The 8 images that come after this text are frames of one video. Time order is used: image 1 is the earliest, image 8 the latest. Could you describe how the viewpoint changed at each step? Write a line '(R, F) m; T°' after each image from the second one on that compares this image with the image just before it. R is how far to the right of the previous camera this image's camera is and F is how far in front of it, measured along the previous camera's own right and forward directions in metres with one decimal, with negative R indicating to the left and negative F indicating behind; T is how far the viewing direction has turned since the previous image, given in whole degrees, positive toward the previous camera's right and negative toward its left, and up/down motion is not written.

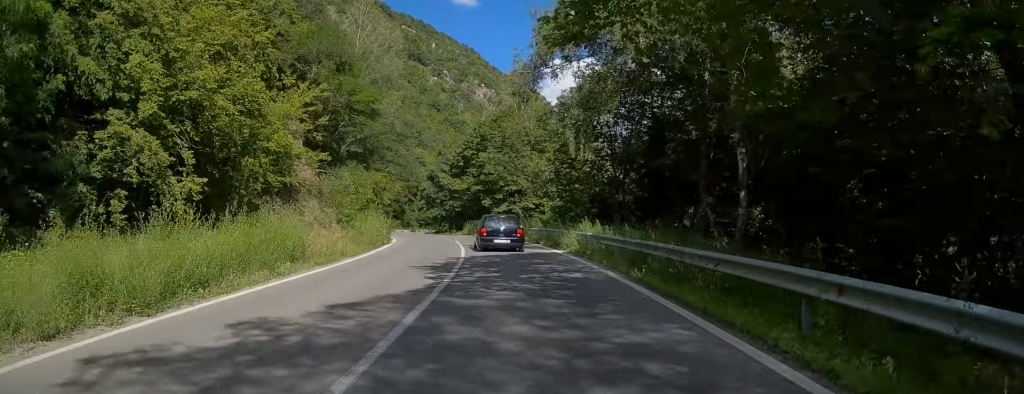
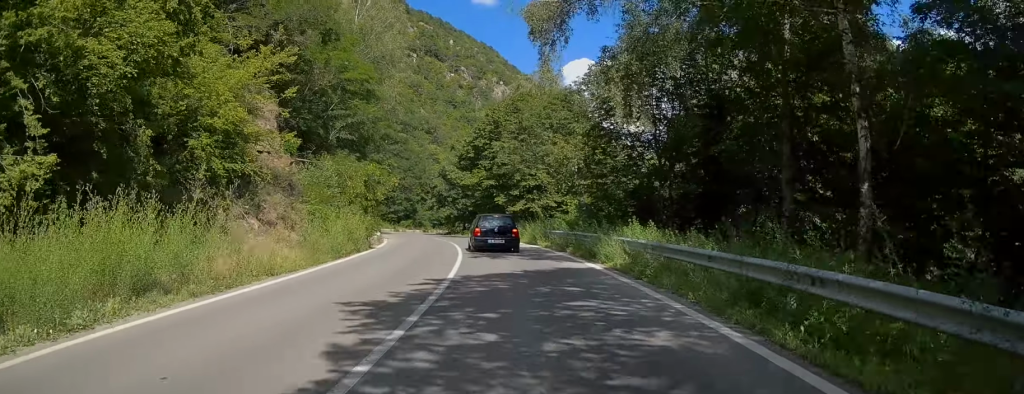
(0.0, +7.2) m; -2°
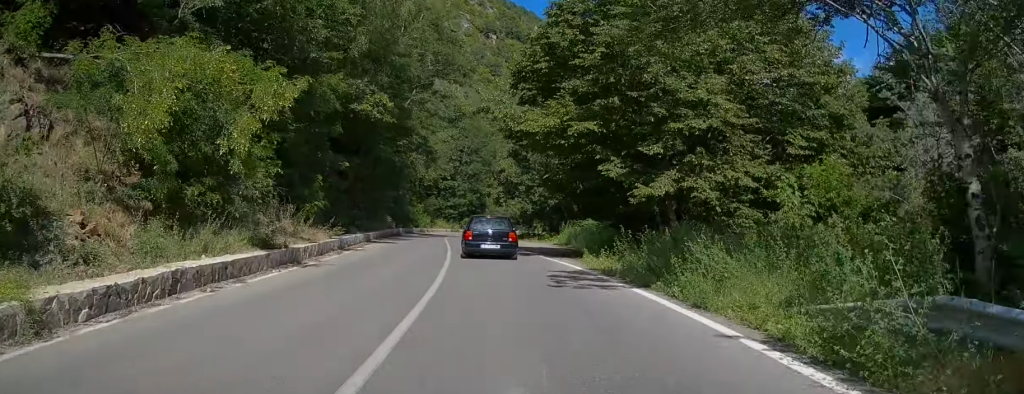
(-1.8, +26.2) m; -9°
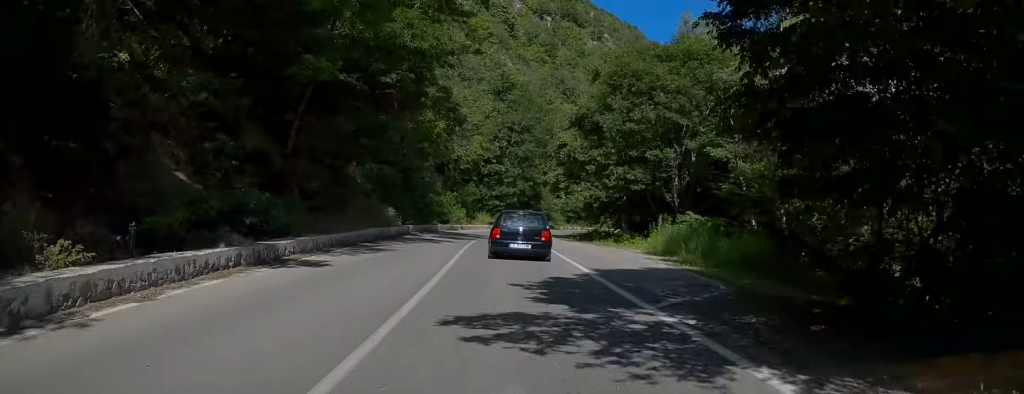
(-0.6, +17.7) m; -4°
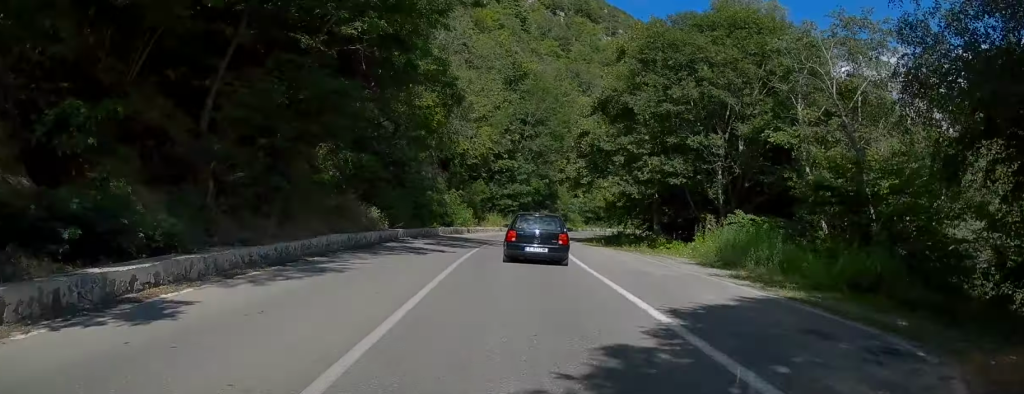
(-0.2, +6.8) m; -1°
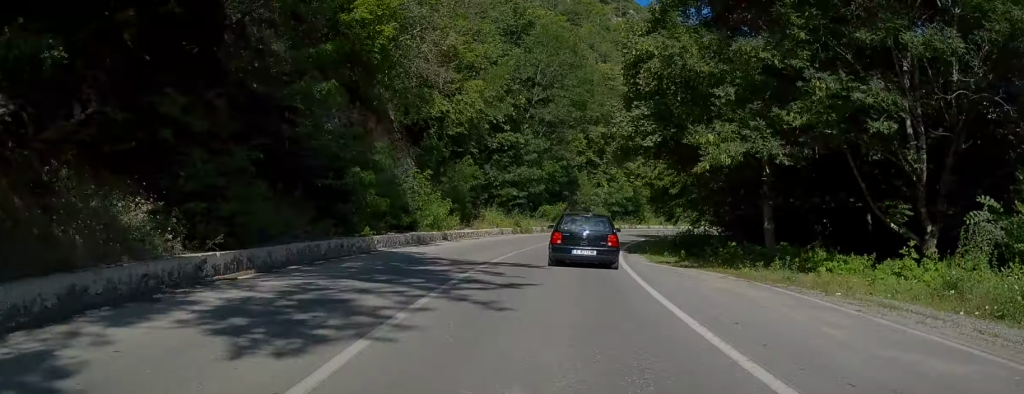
(-0.4, +18.3) m; 0°
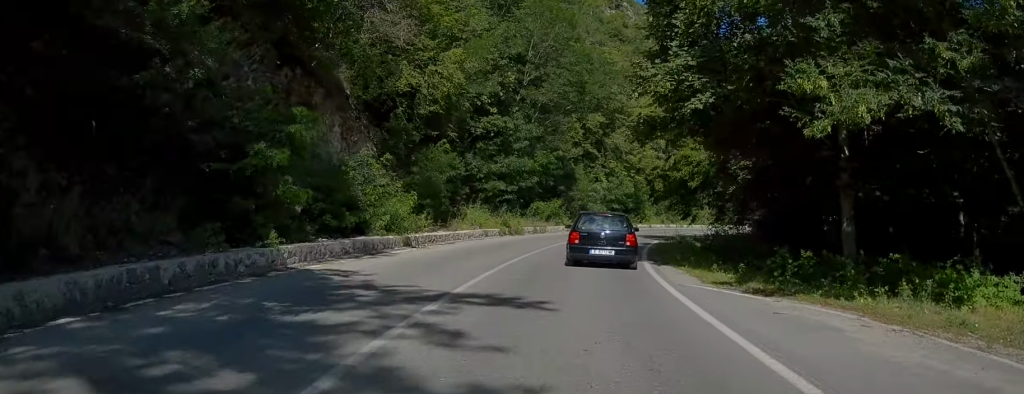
(0.0, +6.9) m; +1°
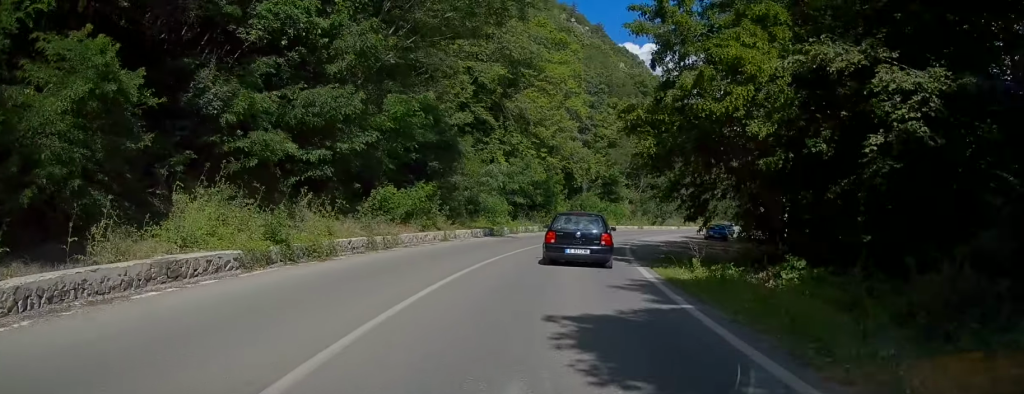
(+1.0, +21.0) m; +6°
